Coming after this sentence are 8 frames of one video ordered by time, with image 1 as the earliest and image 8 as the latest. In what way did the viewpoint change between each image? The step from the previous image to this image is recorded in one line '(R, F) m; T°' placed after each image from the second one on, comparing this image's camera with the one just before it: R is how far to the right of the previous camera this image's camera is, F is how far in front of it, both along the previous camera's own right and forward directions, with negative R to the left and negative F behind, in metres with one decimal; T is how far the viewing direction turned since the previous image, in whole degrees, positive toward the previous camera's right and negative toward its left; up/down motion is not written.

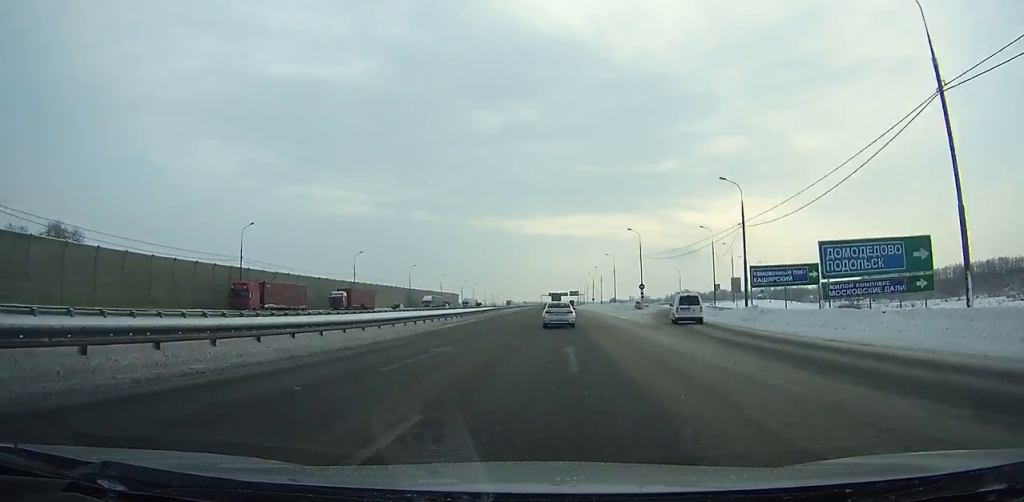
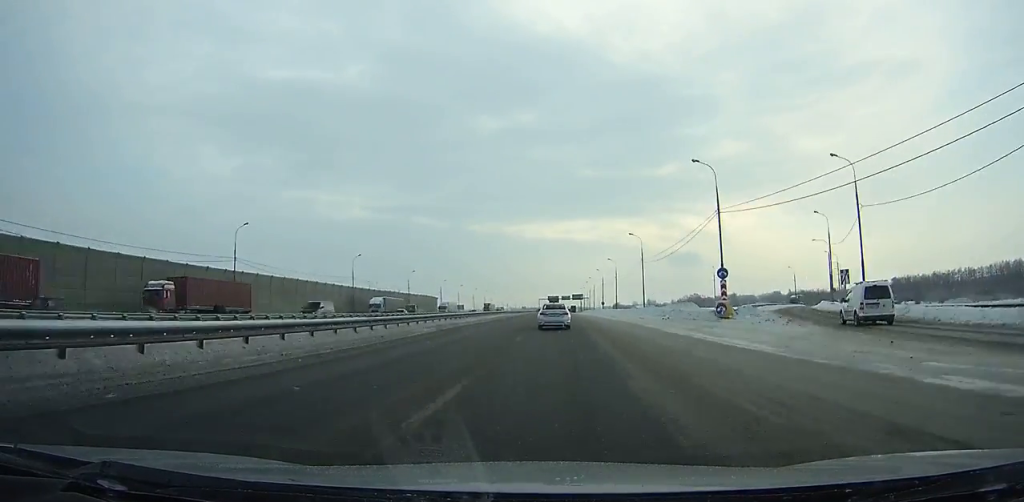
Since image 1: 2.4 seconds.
(+0.1, +44.4) m; 0°
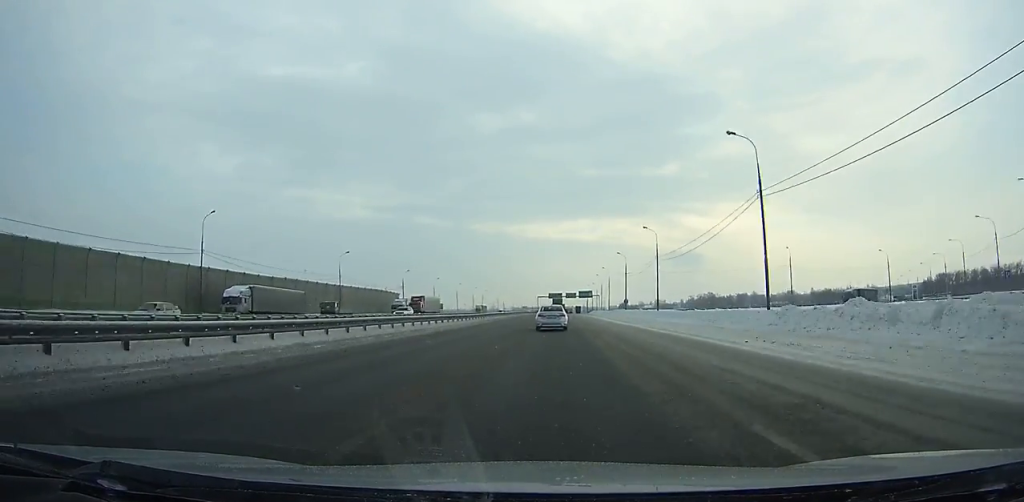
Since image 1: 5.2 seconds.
(-0.5, +52.0) m; 0°
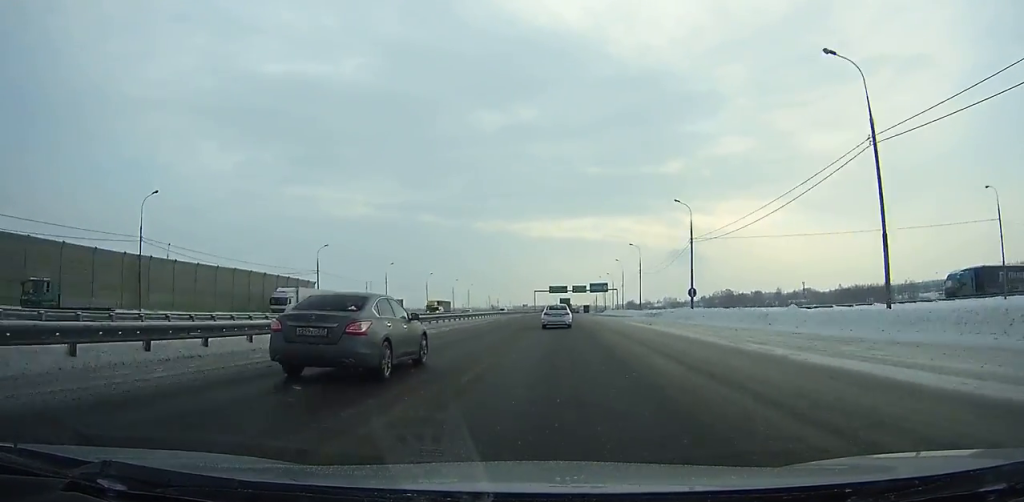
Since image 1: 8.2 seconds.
(0.0, +56.2) m; 0°
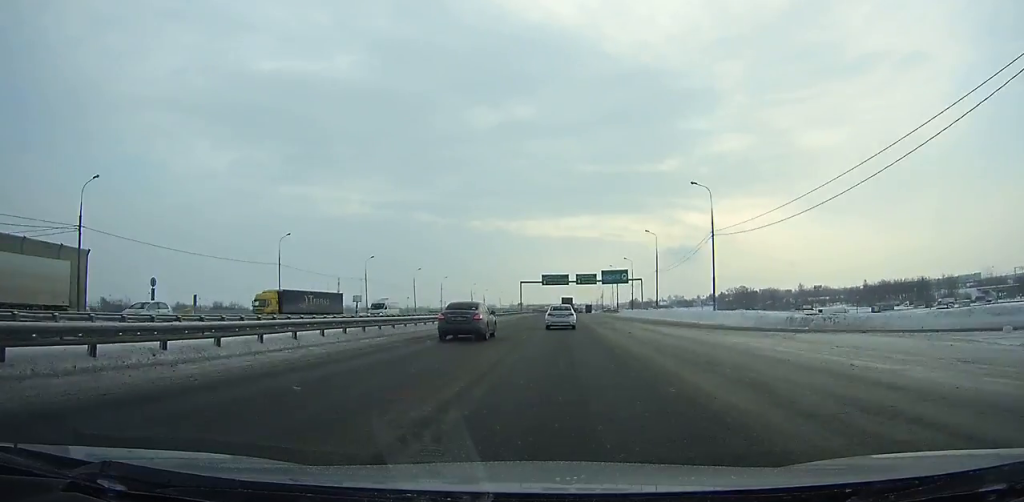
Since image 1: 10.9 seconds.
(+0.1, +50.8) m; 0°
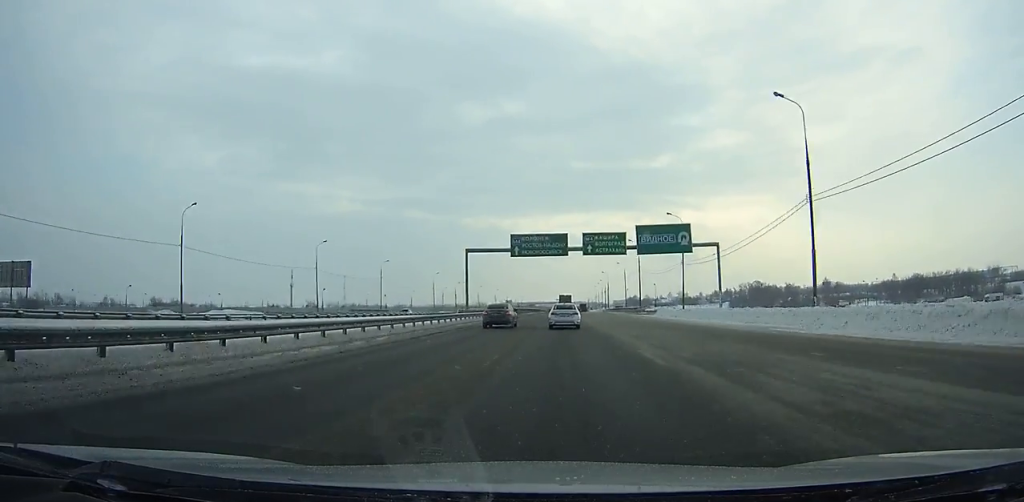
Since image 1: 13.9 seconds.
(+0.2, +56.6) m; 0°
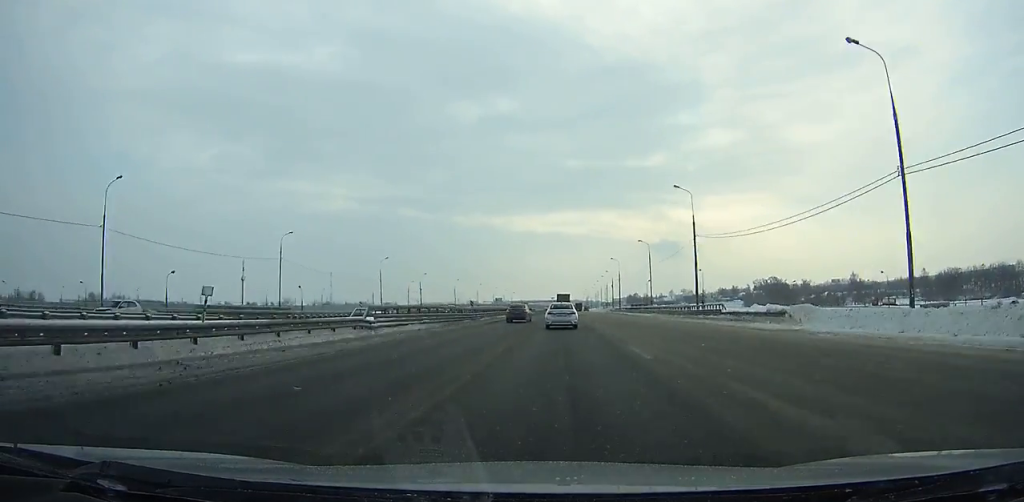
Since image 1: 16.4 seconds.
(+0.1, +47.2) m; 0°
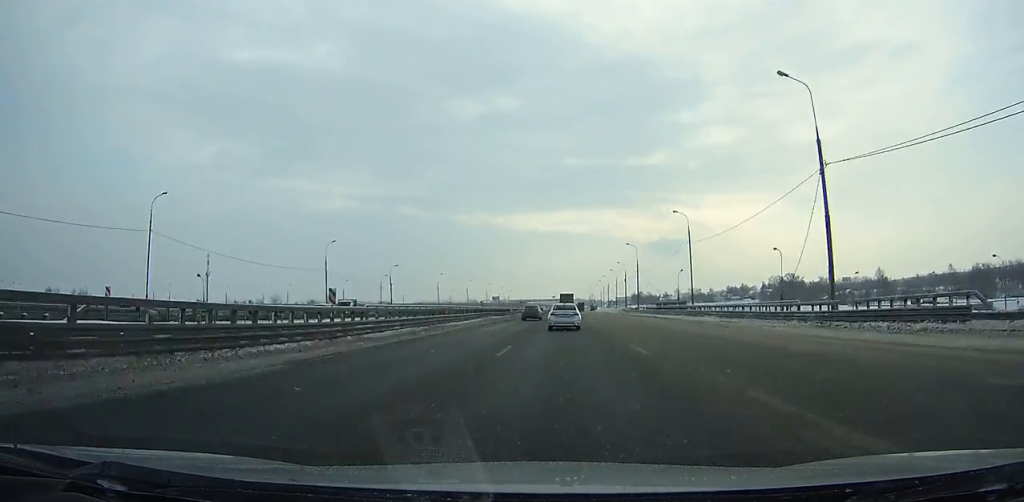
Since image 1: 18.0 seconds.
(0.0, +30.2) m; 0°
